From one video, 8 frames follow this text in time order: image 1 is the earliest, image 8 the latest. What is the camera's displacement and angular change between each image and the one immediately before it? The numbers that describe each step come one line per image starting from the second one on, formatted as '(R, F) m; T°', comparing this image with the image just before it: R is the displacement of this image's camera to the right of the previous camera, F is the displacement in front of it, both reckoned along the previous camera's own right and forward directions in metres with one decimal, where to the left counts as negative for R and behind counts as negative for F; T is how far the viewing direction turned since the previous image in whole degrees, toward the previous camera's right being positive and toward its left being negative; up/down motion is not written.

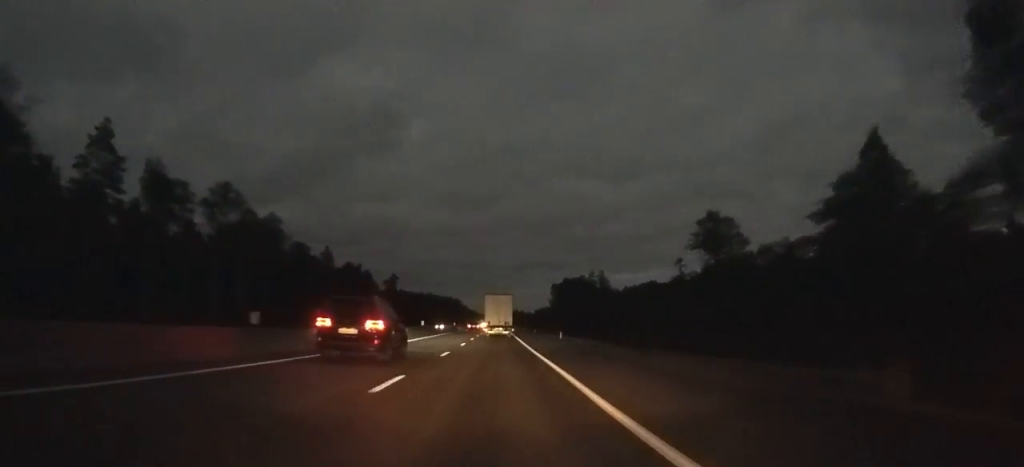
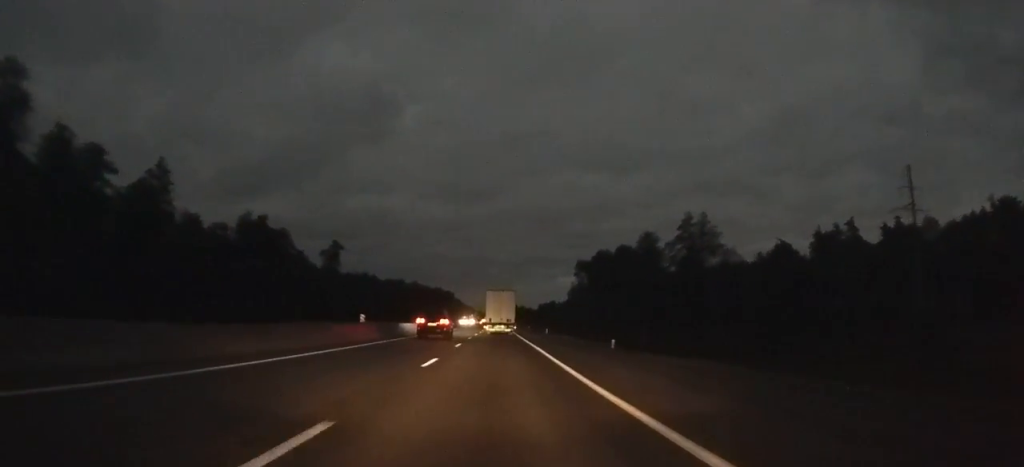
(0.0, +67.8) m; 0°
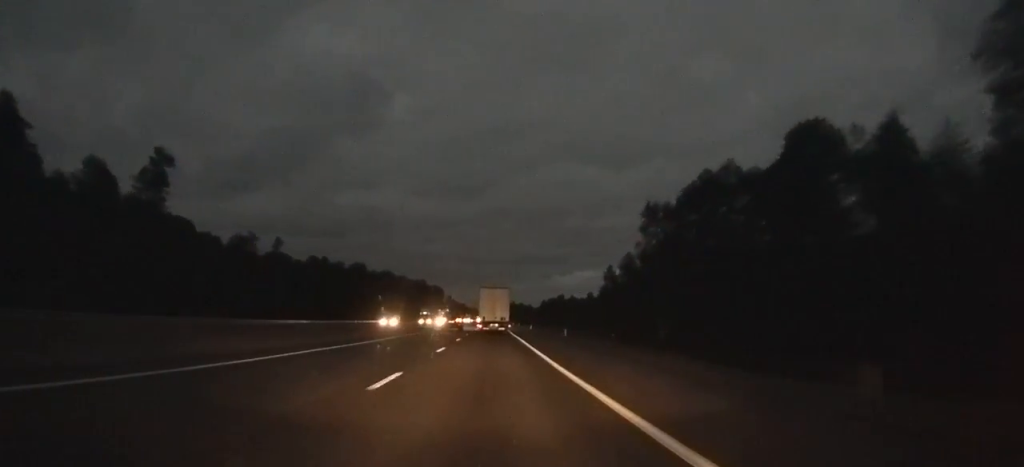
(+0.2, +66.3) m; 0°
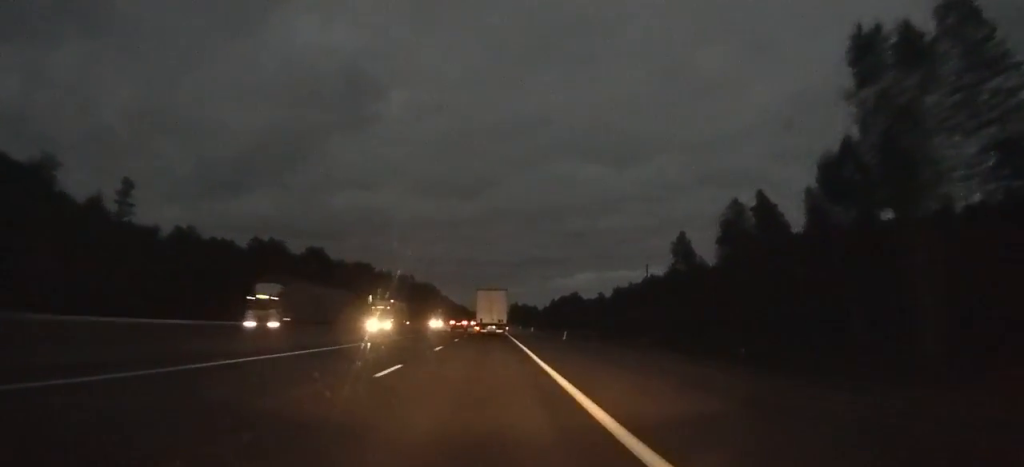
(0.0, +45.8) m; 0°
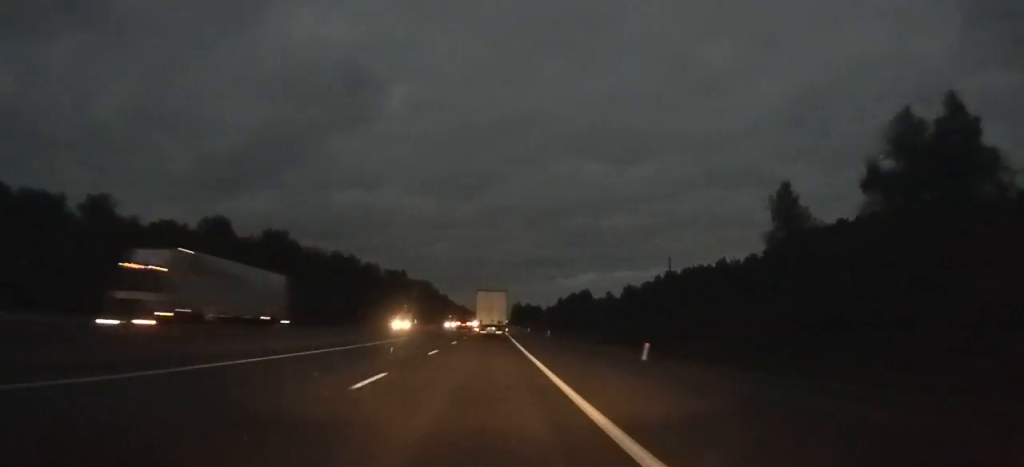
(0.0, +26.1) m; 0°
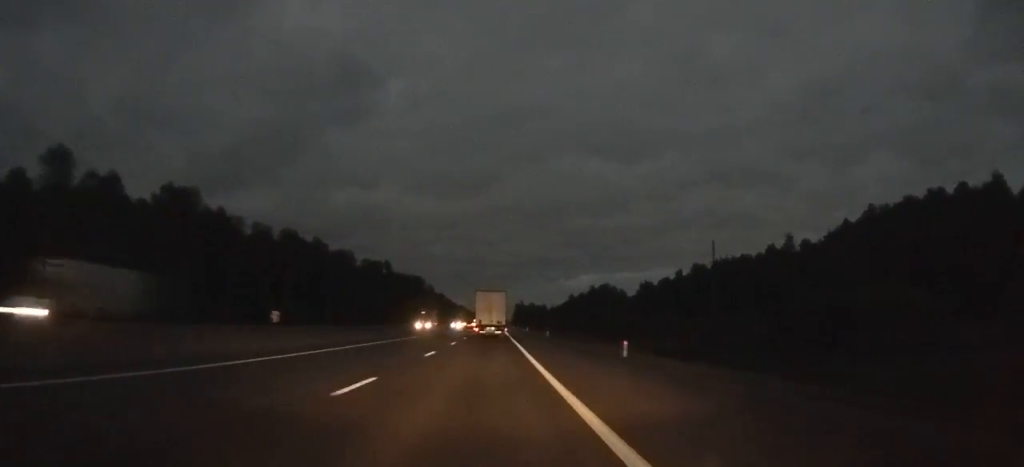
(0.0, +37.1) m; 0°
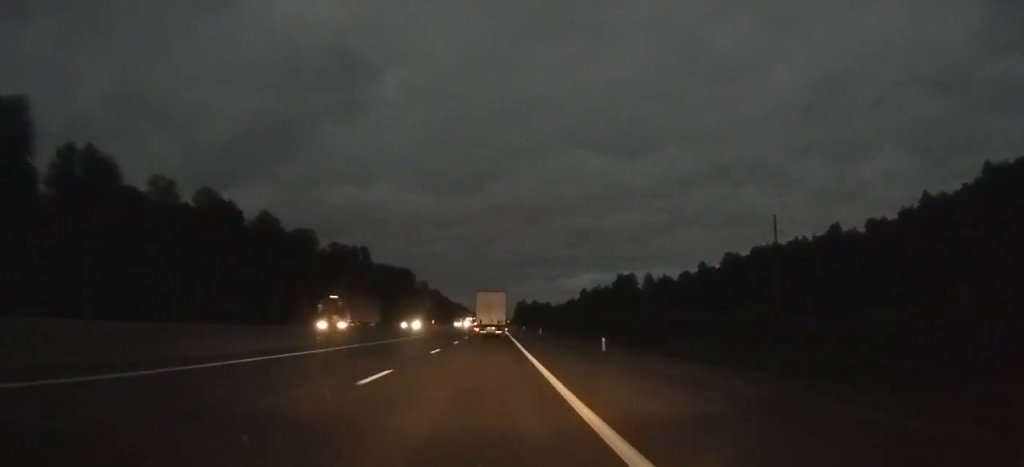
(0.0, +34.3) m; 0°
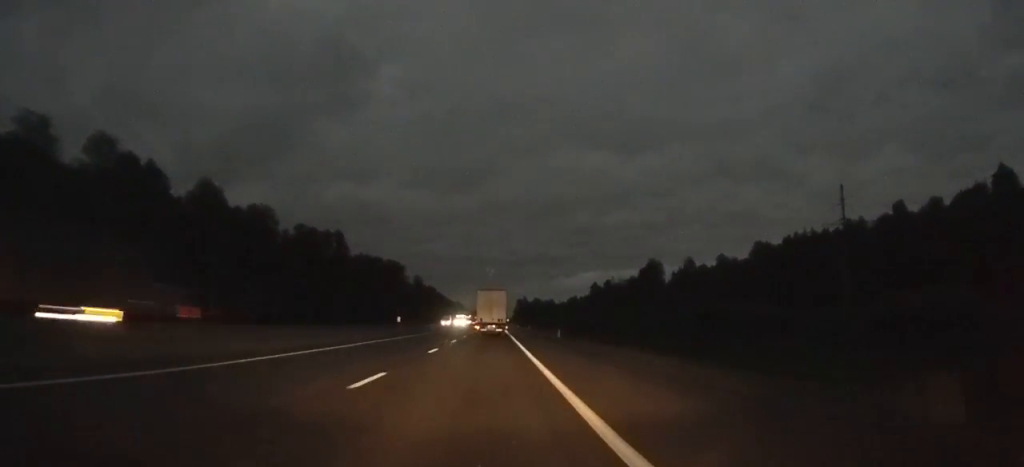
(+0.1, +24.7) m; 0°
